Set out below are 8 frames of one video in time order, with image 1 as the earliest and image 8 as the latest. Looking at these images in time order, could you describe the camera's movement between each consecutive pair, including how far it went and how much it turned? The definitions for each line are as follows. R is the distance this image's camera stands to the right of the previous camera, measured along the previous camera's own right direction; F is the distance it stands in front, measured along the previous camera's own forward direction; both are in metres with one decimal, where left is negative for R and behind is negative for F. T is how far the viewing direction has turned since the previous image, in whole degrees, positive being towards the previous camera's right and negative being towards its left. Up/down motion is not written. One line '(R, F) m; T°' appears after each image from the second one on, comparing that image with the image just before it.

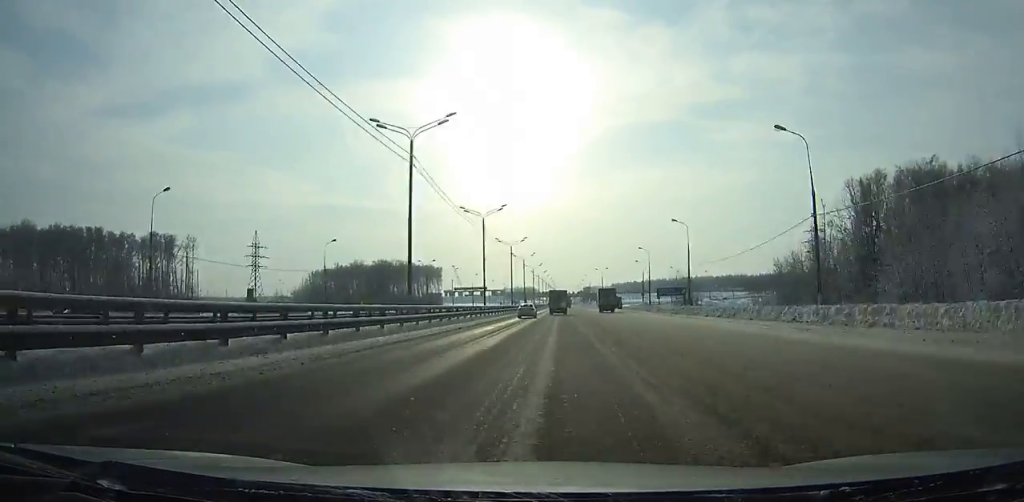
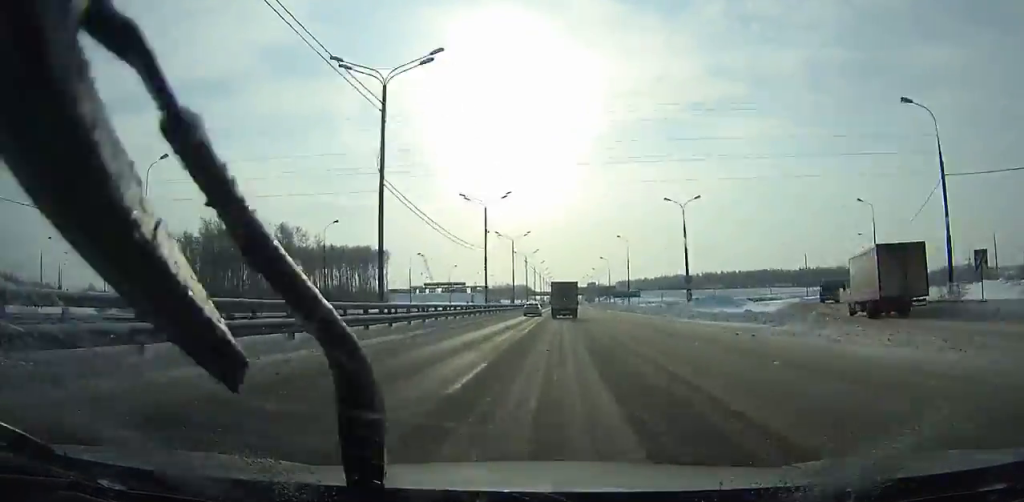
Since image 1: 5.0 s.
(-0.6, +120.0) m; 0°
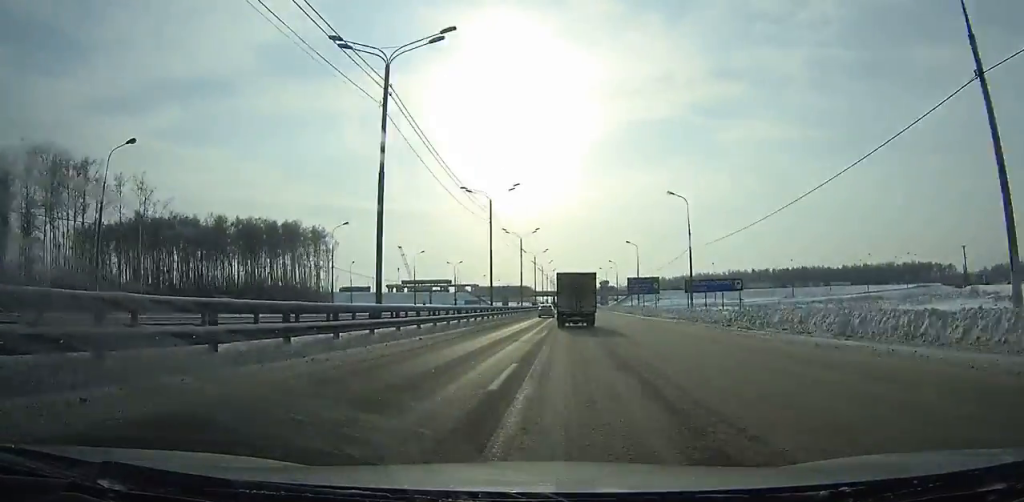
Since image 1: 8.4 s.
(-0.2, +79.5) m; 0°
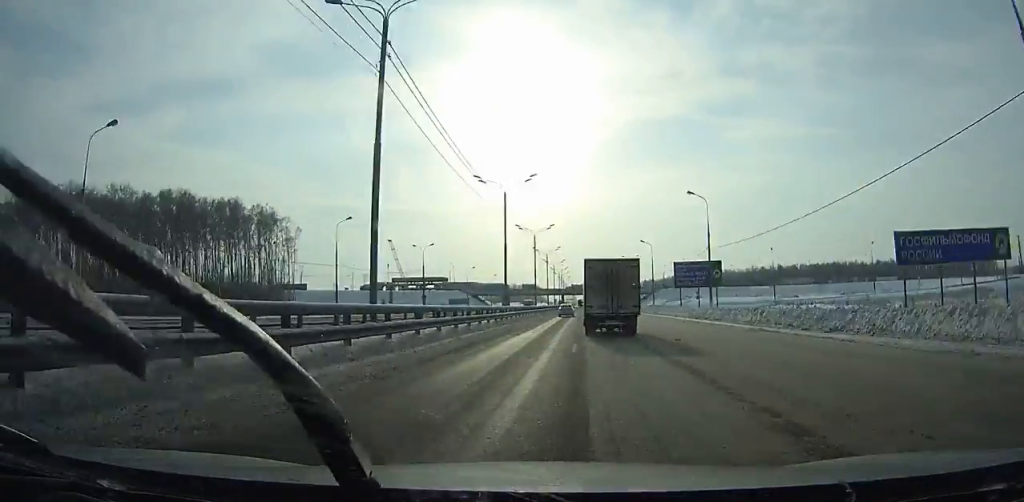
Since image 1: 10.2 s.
(-0.1, +41.5) m; 0°
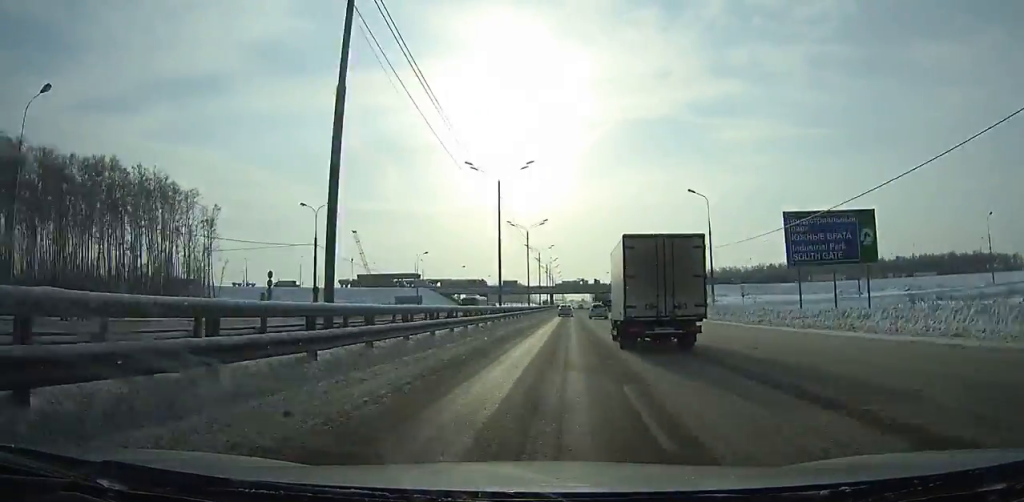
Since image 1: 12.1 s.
(0.0, +43.8) m; 0°
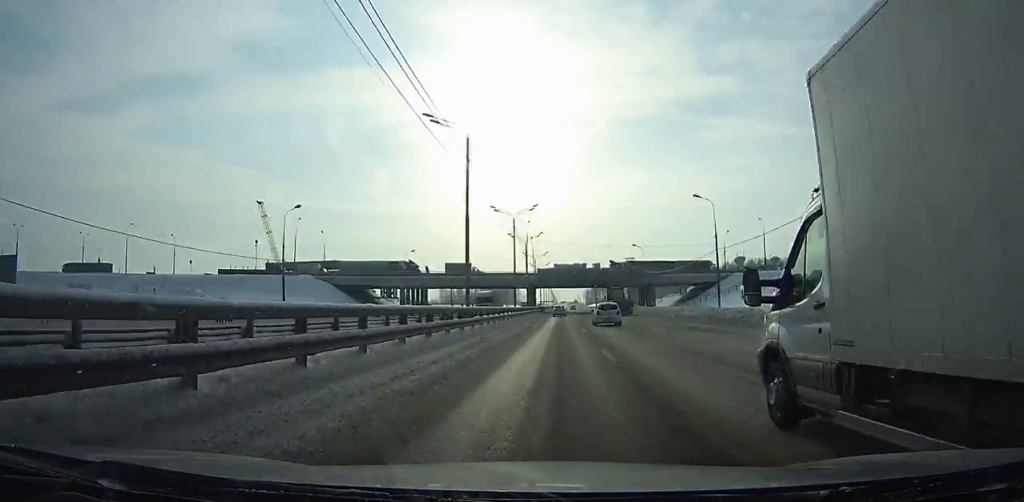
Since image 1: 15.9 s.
(+0.8, +87.8) m; +1°
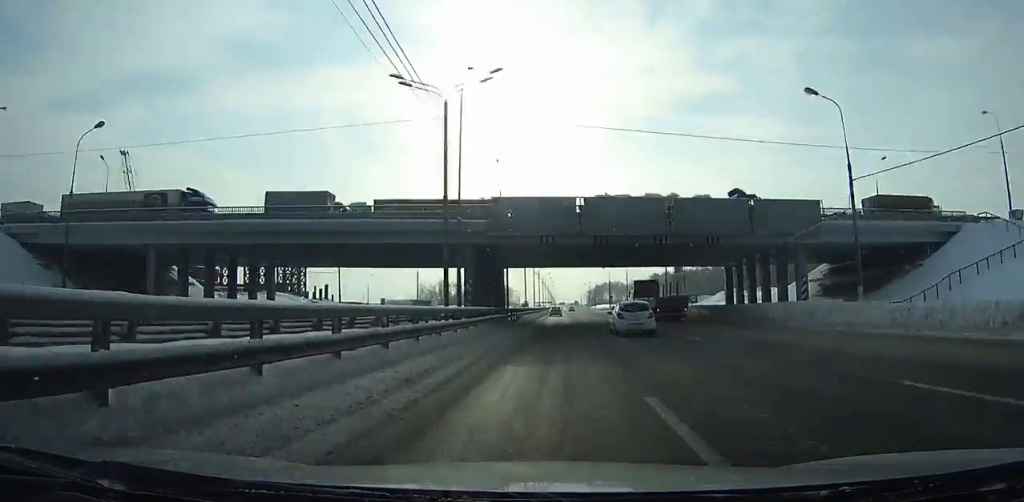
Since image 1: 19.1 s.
(+0.1, +75.0) m; 0°
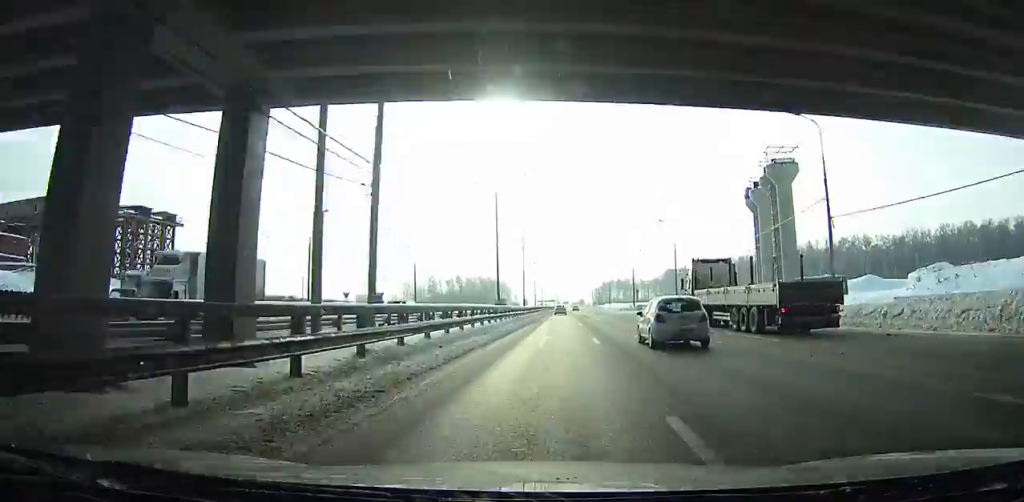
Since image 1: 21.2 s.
(0.0, +50.0) m; 0°
